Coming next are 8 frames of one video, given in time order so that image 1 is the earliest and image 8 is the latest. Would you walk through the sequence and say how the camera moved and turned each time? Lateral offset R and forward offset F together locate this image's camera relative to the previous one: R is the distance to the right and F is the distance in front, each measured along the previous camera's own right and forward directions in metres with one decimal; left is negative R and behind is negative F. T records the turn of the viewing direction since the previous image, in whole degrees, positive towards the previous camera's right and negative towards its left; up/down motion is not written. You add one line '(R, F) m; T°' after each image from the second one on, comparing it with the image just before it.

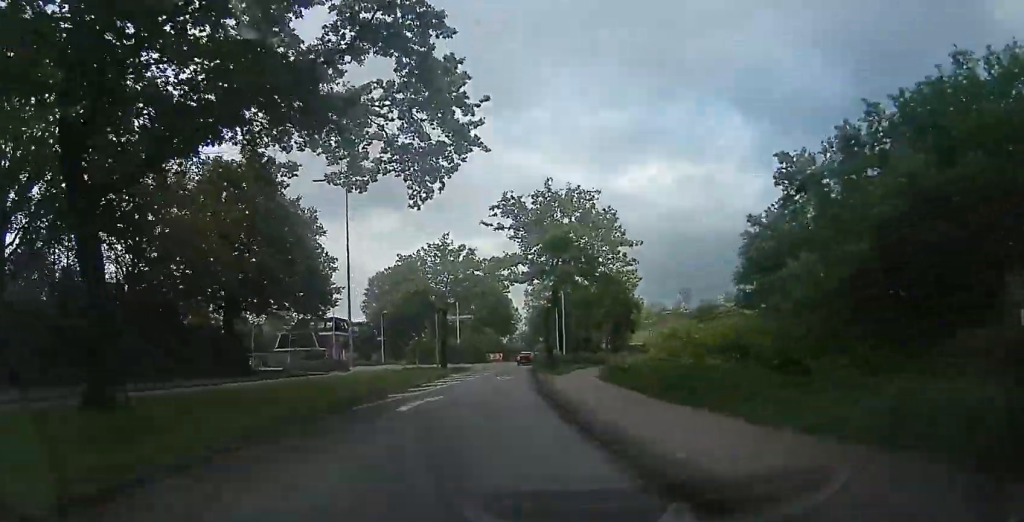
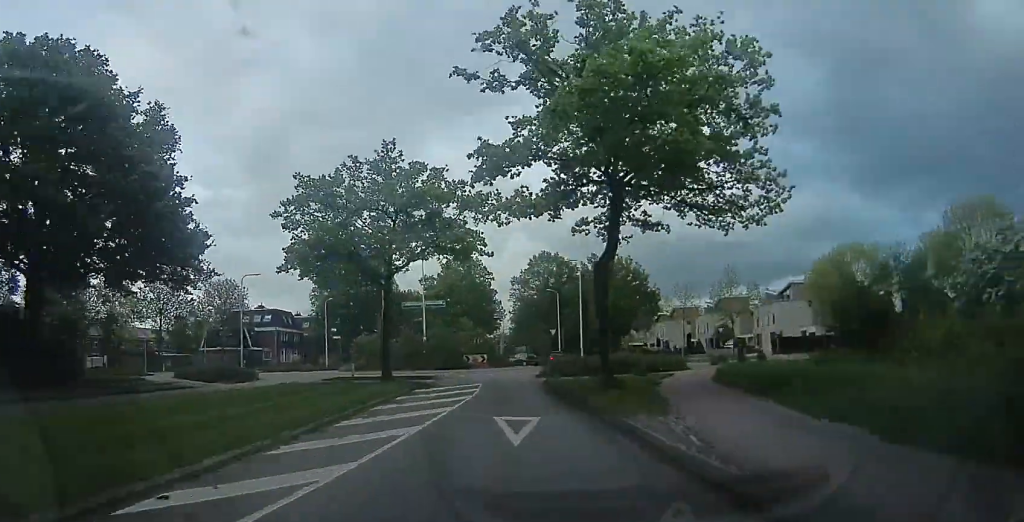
(0.0, +22.6) m; 0°
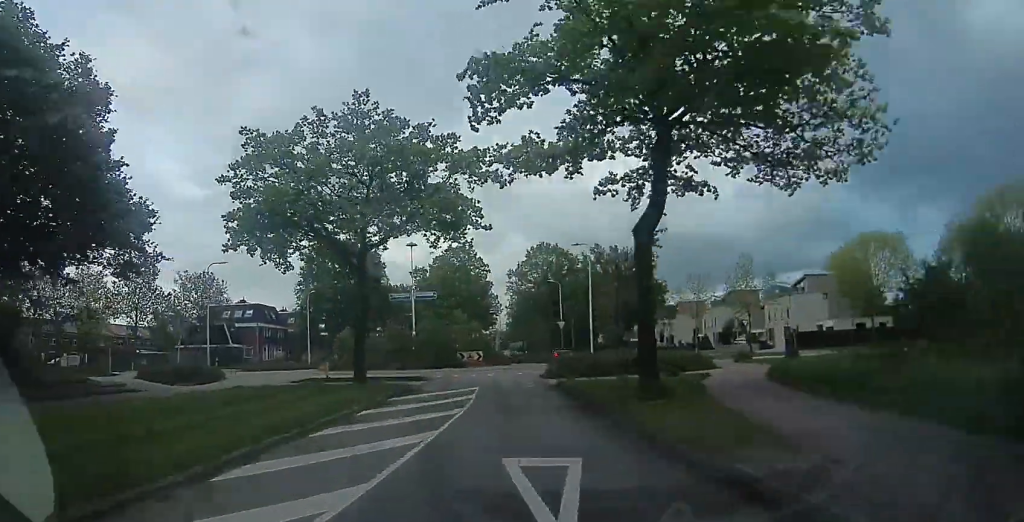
(0.0, +5.6) m; -1°
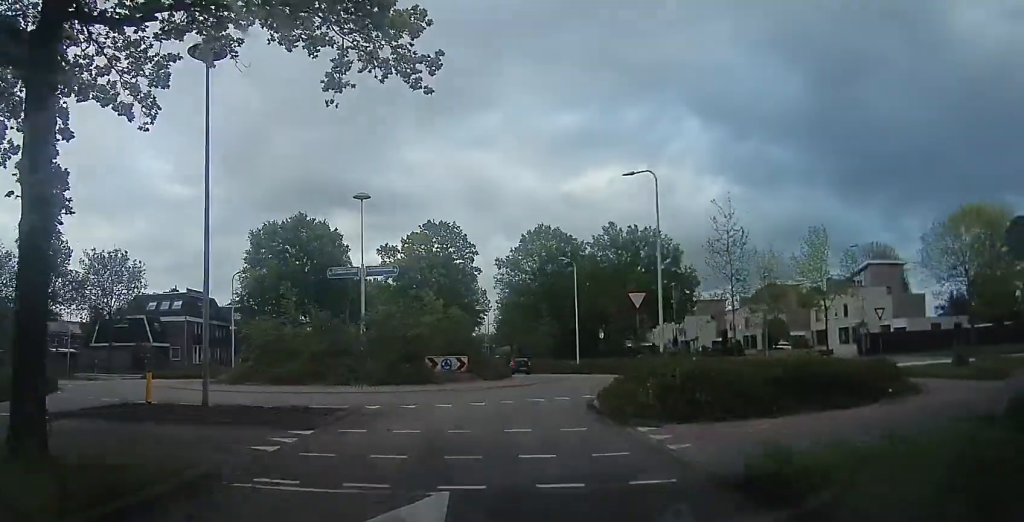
(-0.3, +18.3) m; -2°
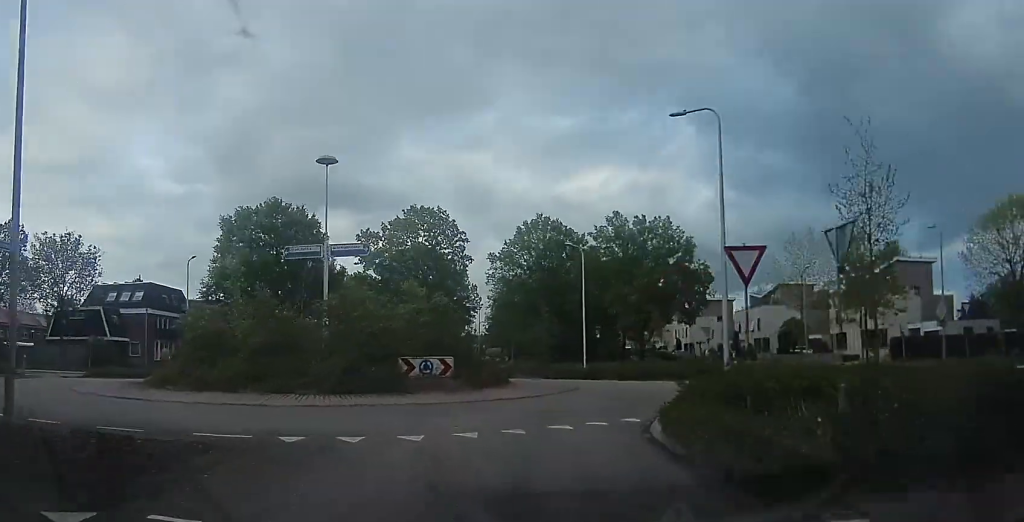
(0.0, +7.1) m; +4°
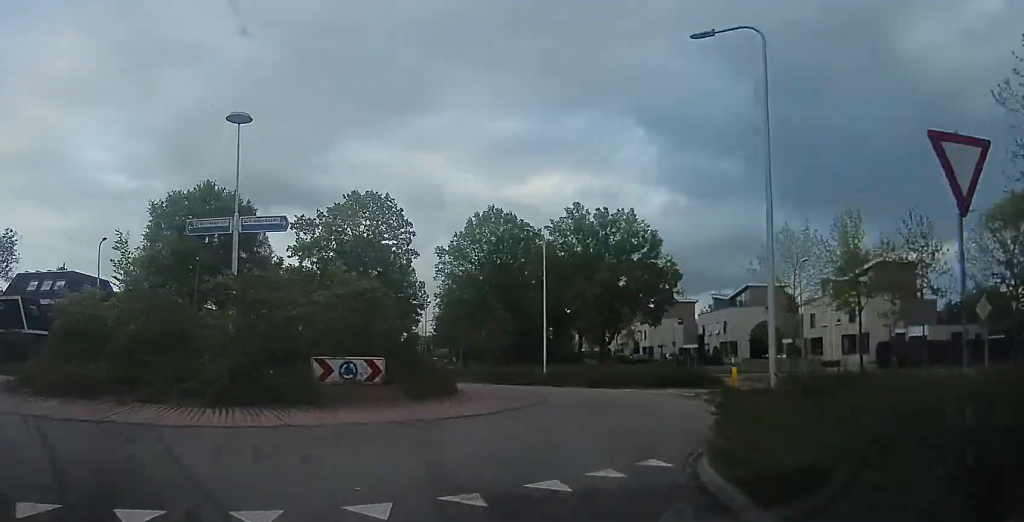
(+0.2, +5.5) m; +8°
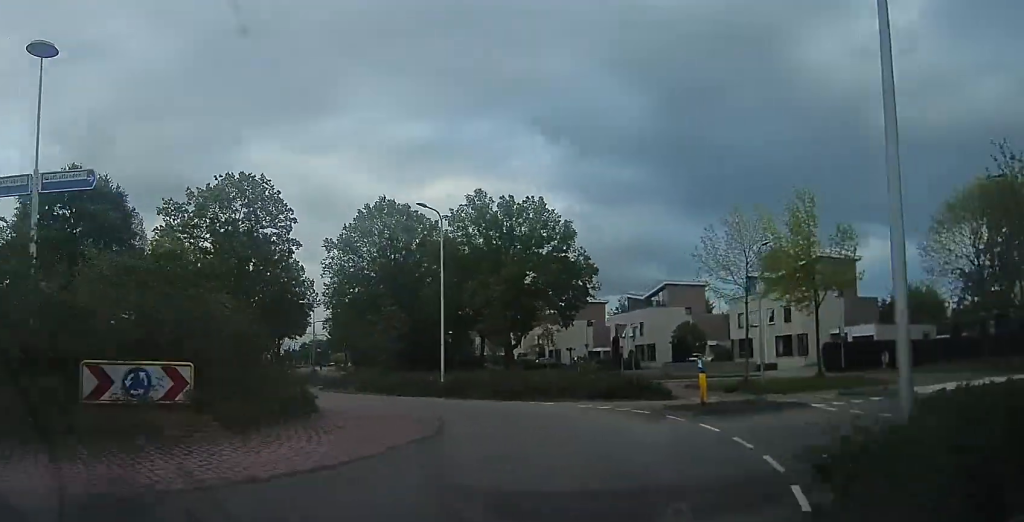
(+0.5, +6.2) m; +10°
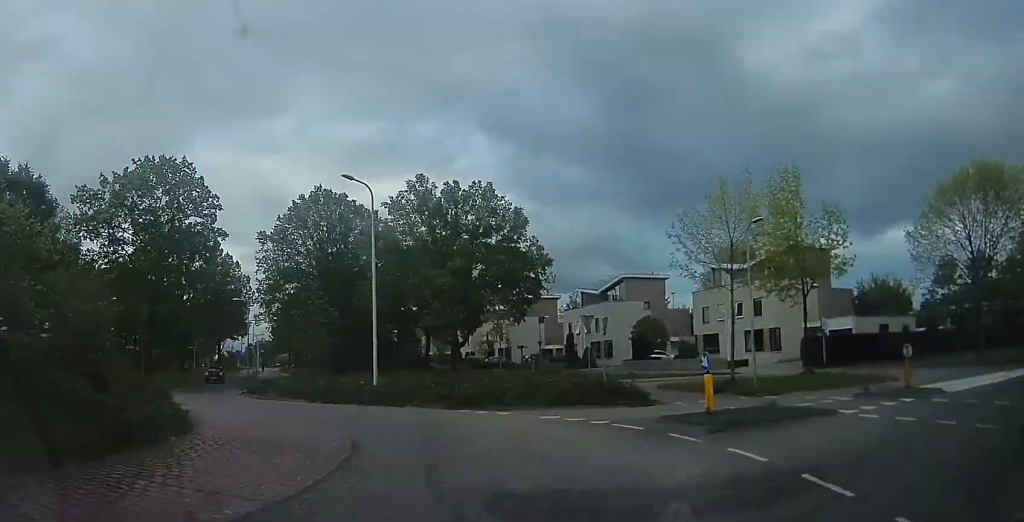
(+0.7, +3.9) m; 0°
